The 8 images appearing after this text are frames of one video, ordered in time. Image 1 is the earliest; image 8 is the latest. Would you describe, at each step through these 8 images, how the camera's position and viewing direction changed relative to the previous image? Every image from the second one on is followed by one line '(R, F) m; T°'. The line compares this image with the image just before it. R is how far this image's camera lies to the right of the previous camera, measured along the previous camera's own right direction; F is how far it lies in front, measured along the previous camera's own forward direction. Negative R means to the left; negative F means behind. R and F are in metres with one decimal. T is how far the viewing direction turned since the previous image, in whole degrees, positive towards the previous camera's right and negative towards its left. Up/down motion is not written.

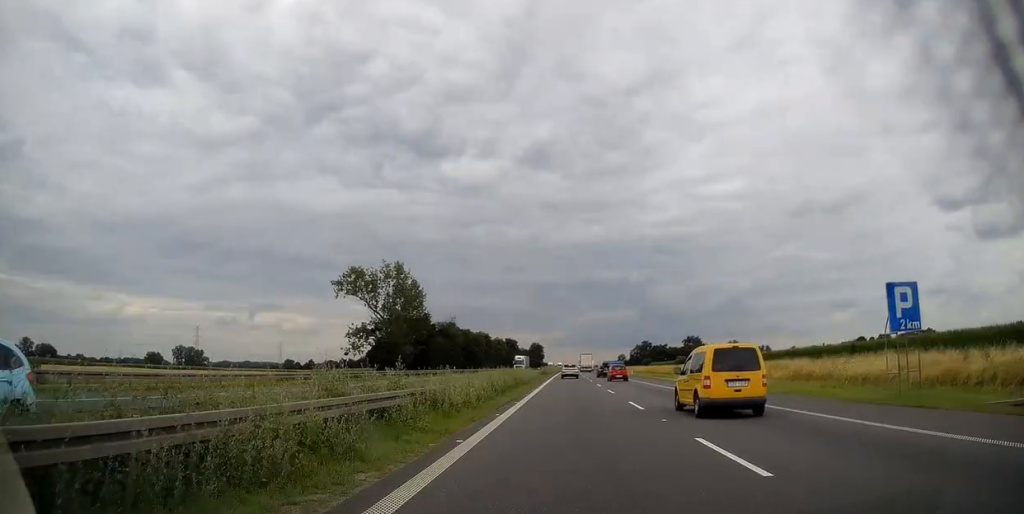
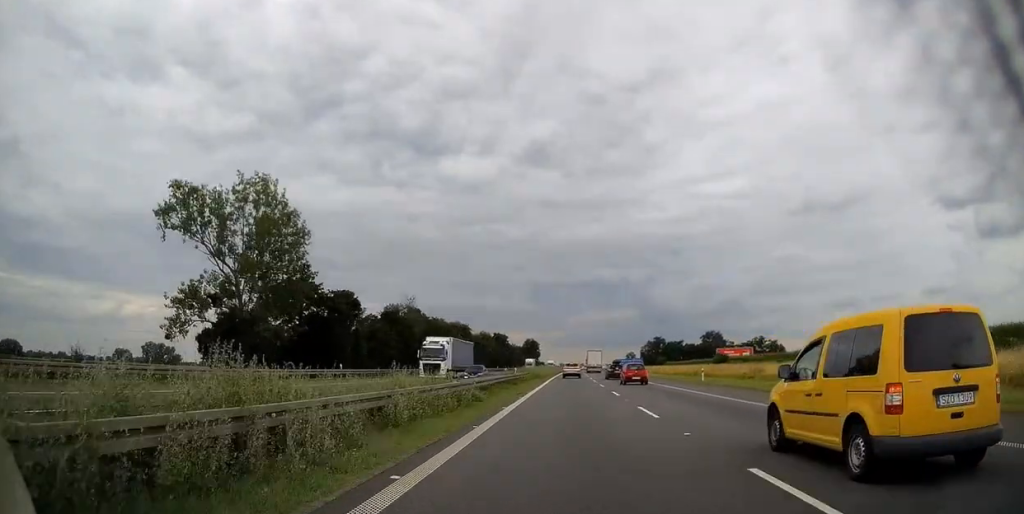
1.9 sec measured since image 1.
(+0.2, +50.0) m; +1°
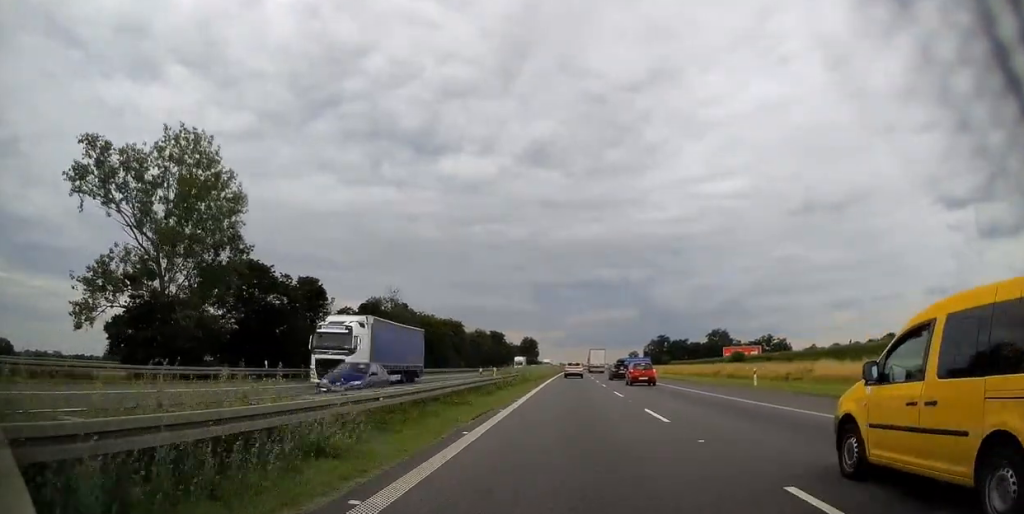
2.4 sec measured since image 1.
(+0.1, +12.9) m; 0°
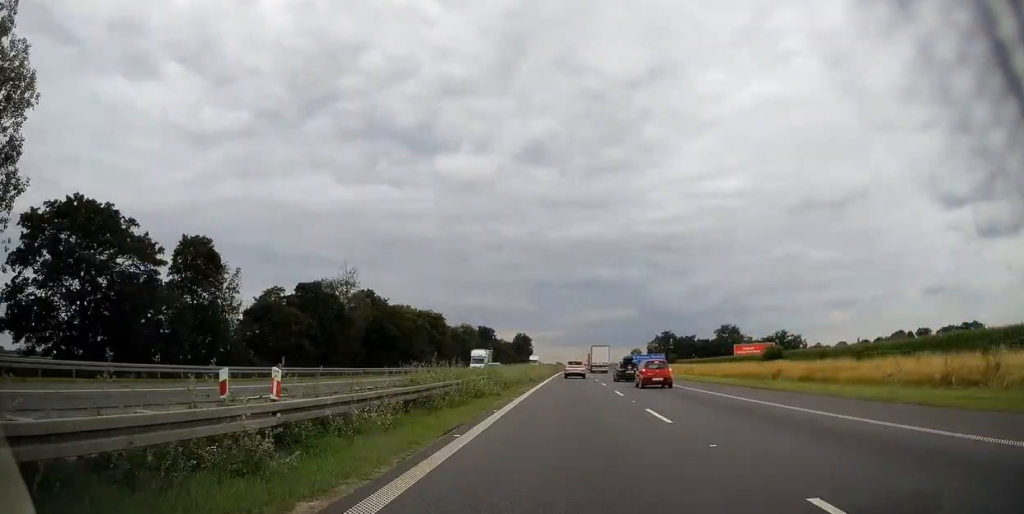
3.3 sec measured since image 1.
(-0.2, +23.9) m; 0°
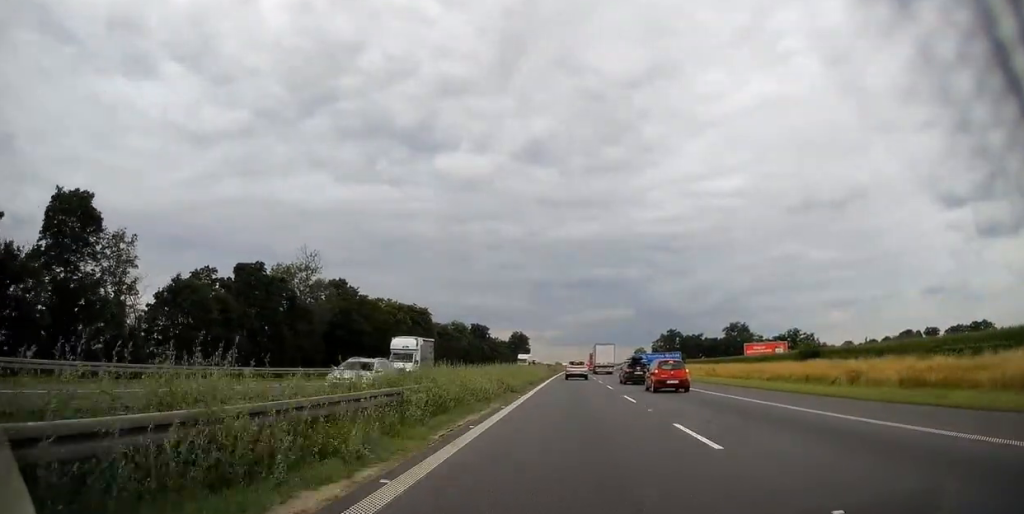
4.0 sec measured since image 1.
(0.0, +16.2) m; 0°
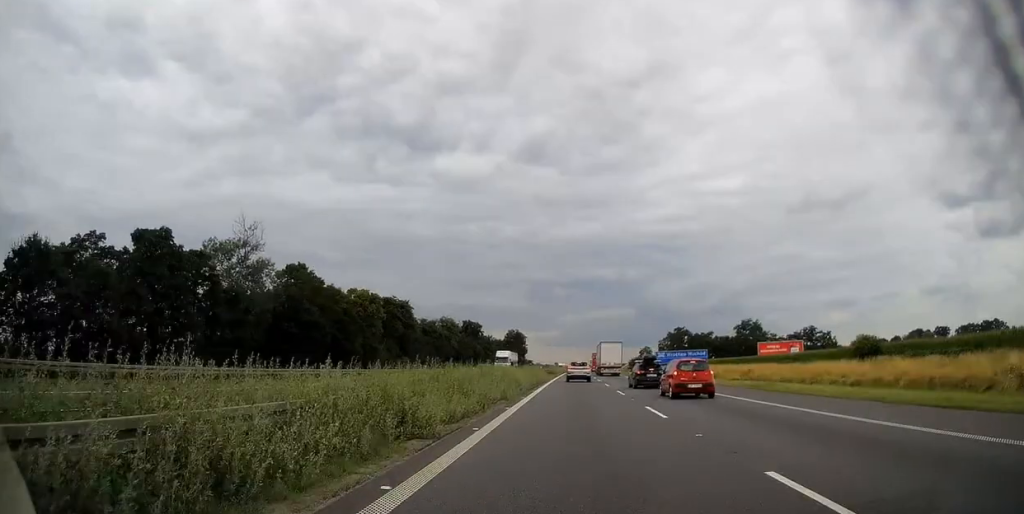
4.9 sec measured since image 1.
(+0.2, +18.9) m; 0°
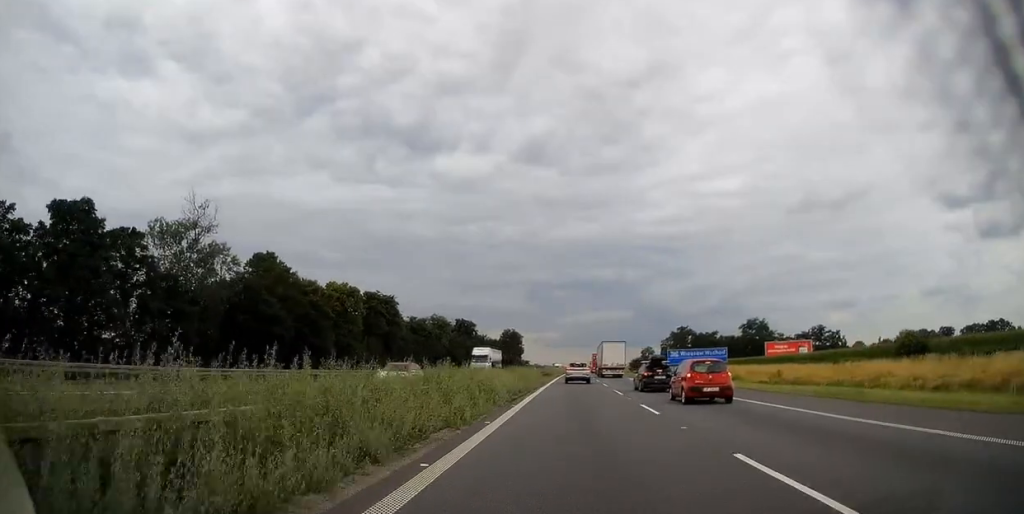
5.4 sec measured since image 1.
(-0.1, +10.9) m; 0°
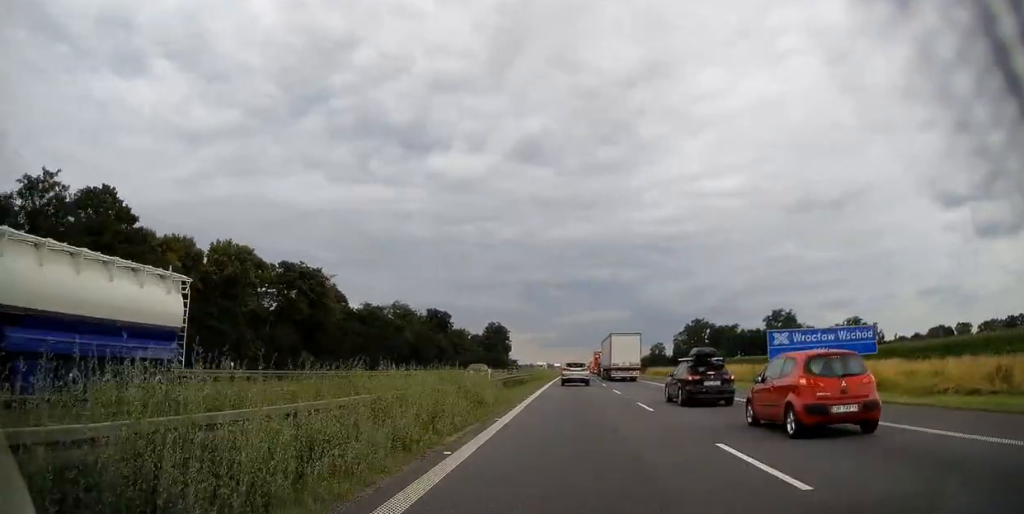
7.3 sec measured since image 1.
(+0.2, +35.5) m; +1°
